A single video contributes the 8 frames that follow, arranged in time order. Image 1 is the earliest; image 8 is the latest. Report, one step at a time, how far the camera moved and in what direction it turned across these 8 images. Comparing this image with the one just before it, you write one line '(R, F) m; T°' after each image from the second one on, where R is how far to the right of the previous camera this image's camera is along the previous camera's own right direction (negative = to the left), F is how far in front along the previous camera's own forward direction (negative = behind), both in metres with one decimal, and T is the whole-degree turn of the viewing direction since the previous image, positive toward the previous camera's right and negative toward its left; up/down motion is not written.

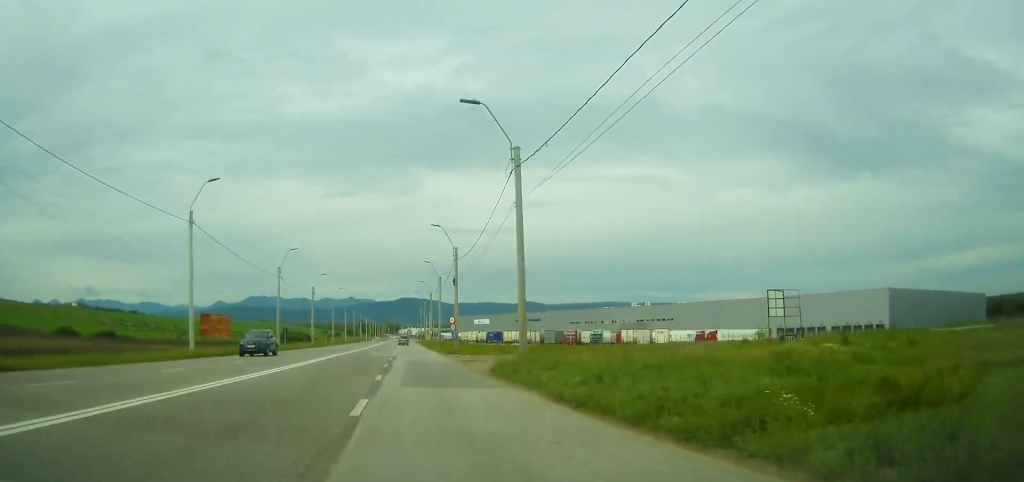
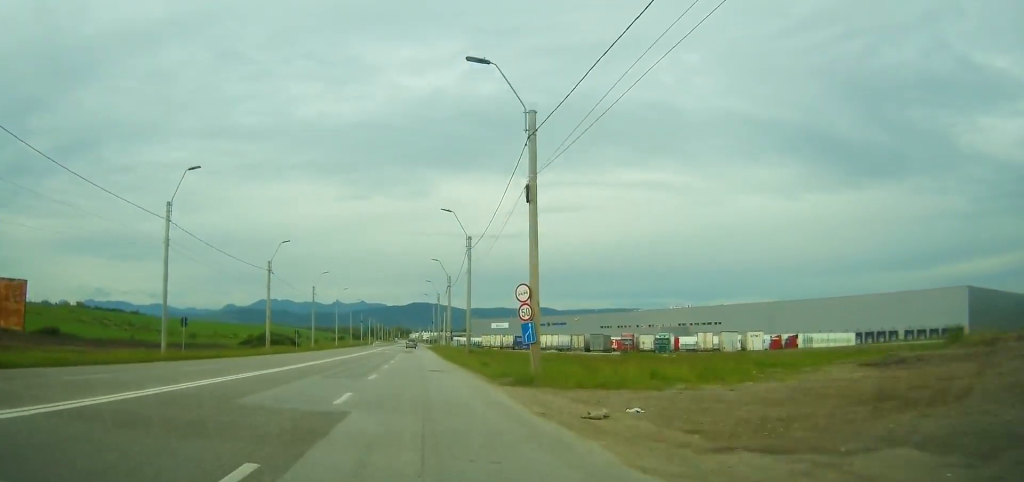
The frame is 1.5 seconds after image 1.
(-0.2, +34.7) m; -1°
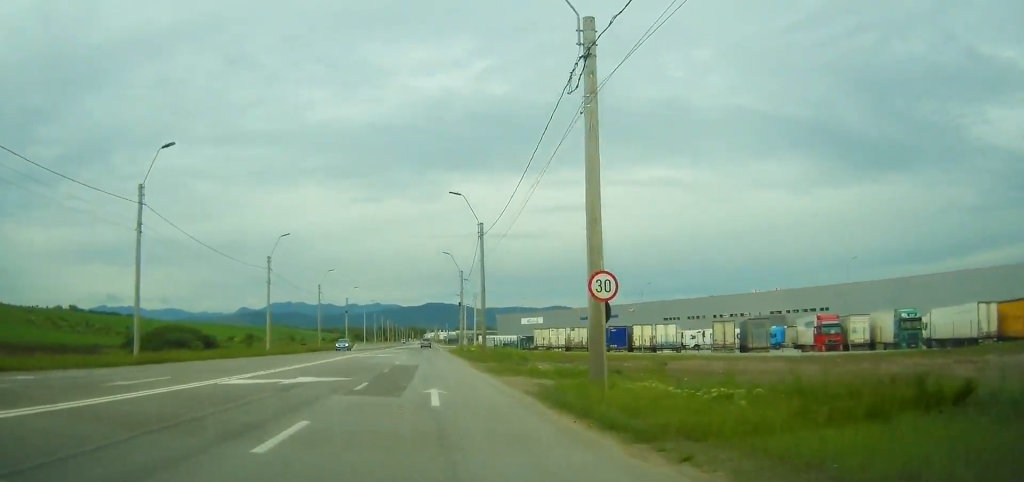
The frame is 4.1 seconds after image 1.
(-0.8, +60.3) m; -1°
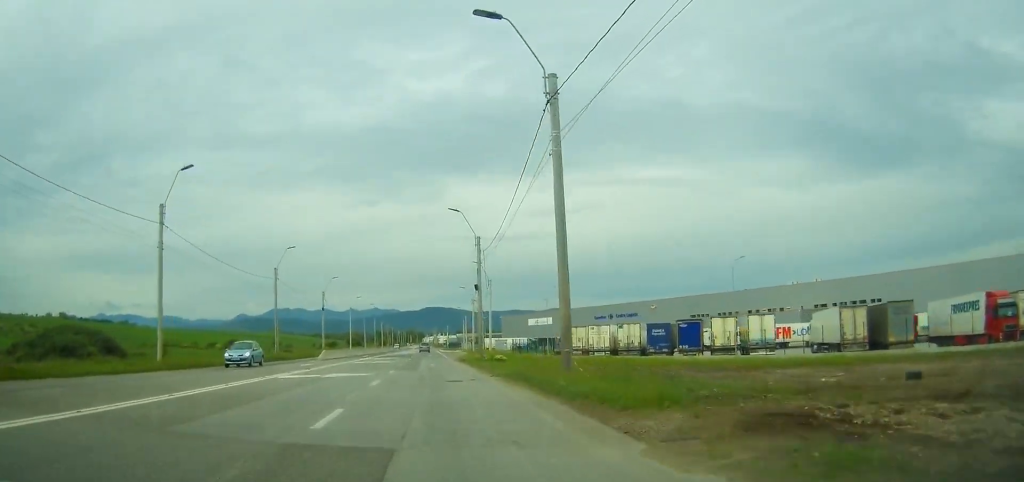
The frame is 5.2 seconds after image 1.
(0.0, +24.7) m; 0°
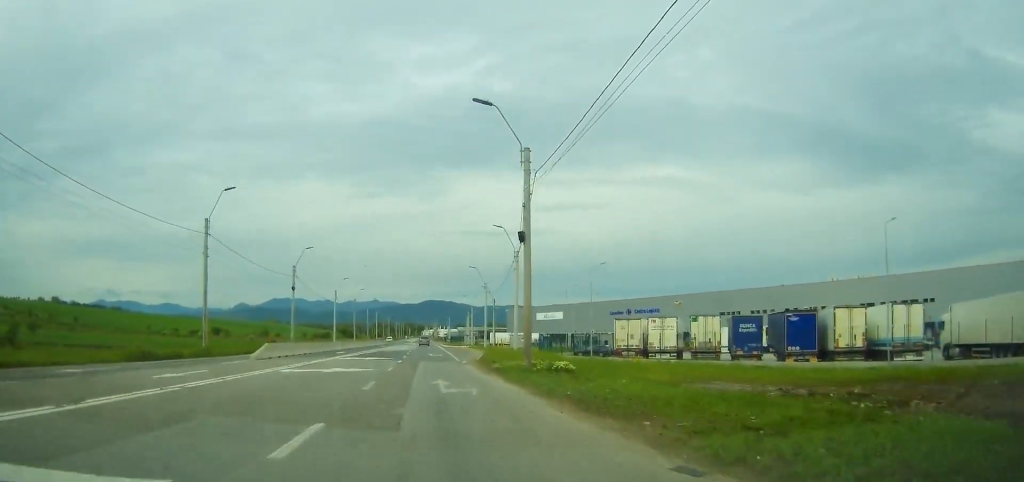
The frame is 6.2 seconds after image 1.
(0.0, +20.9) m; 0°
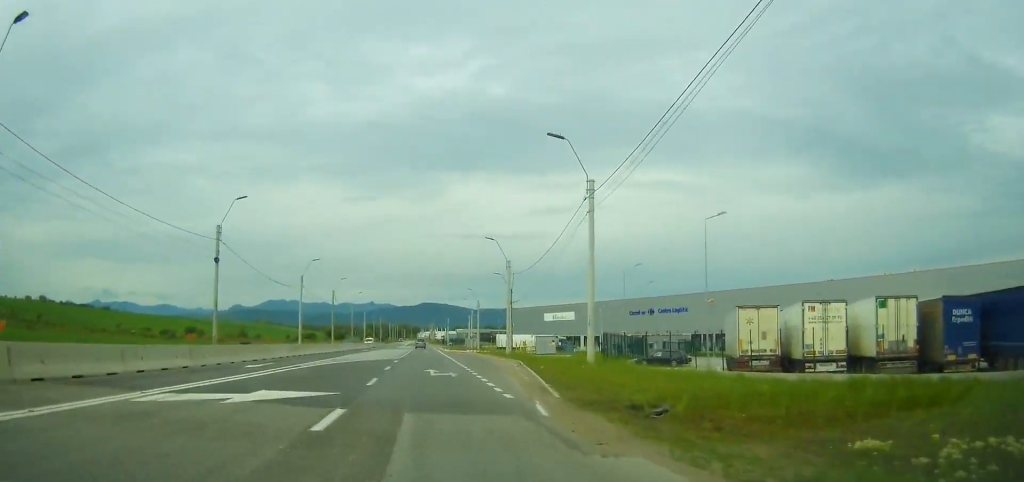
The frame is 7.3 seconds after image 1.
(+0.2, +25.0) m; 0°
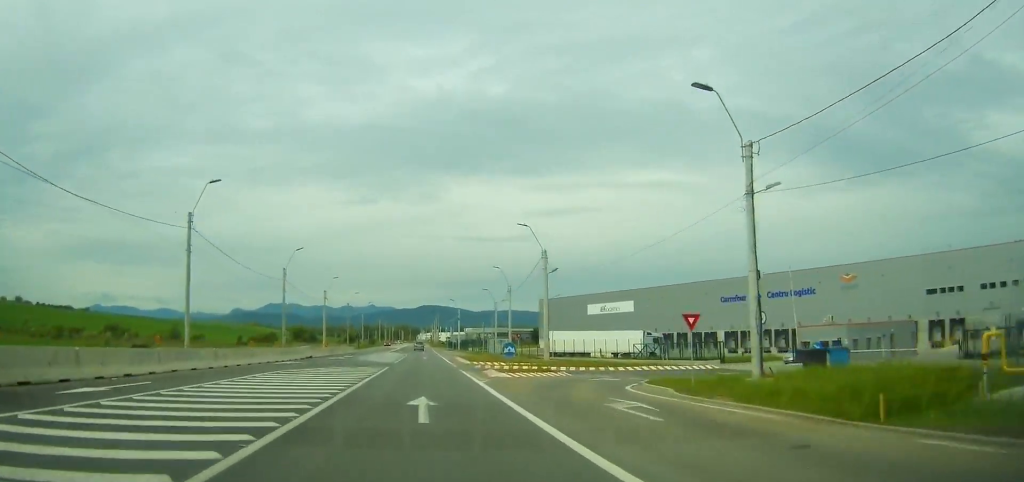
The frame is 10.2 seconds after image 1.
(-0.2, +62.7) m; 0°
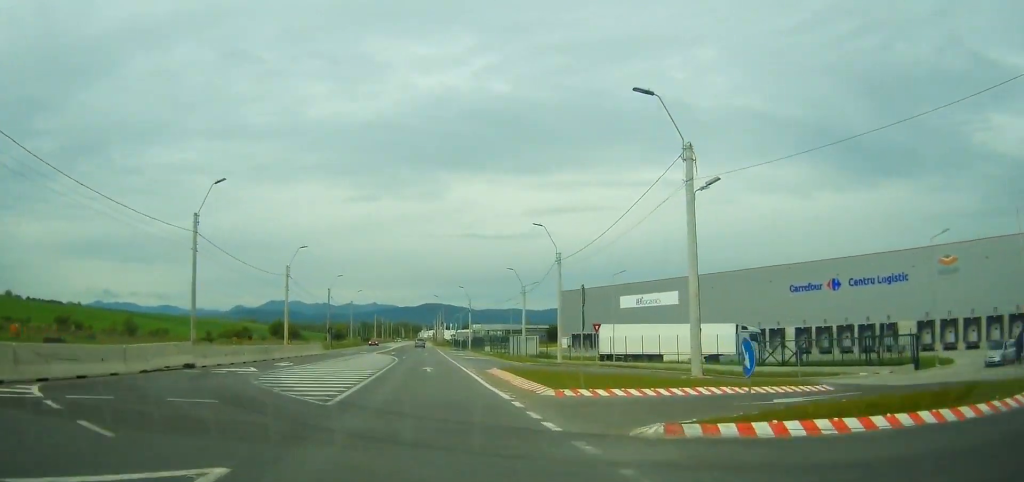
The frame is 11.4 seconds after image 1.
(0.0, +27.3) m; 0°
